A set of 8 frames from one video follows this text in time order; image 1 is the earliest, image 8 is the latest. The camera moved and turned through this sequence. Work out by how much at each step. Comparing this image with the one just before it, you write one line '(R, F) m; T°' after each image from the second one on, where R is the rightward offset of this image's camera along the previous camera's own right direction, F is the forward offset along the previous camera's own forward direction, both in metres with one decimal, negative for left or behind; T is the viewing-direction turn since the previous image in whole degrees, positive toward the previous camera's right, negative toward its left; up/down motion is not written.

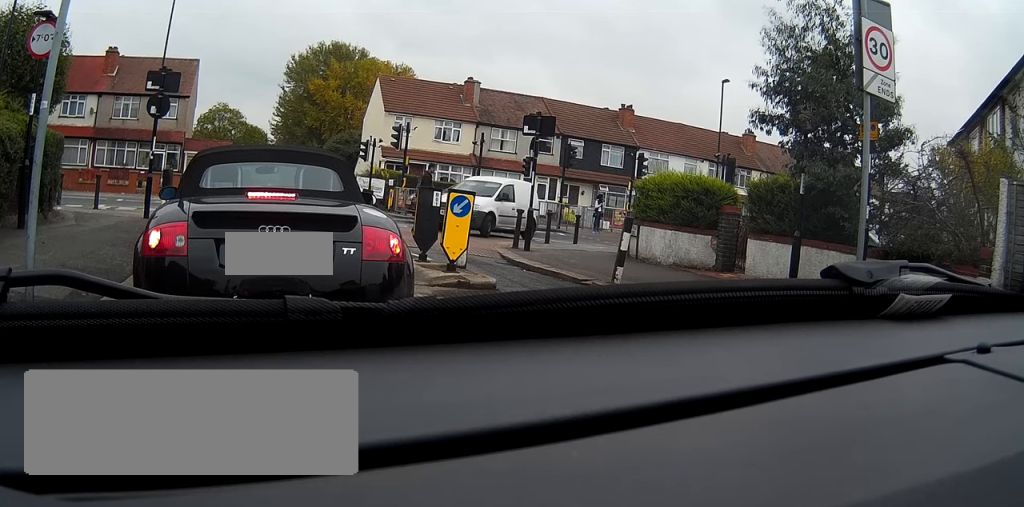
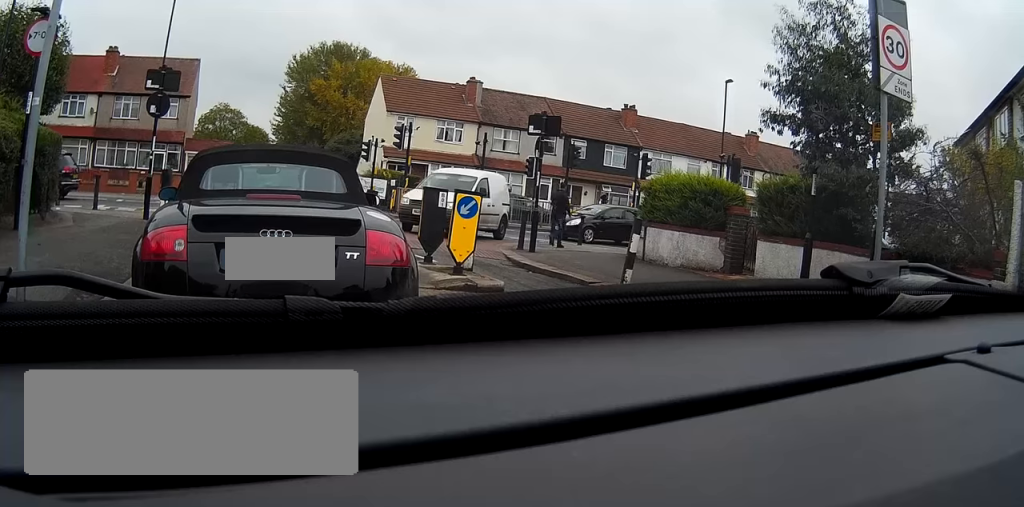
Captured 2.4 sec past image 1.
(0.0, 0.0) m; 0°
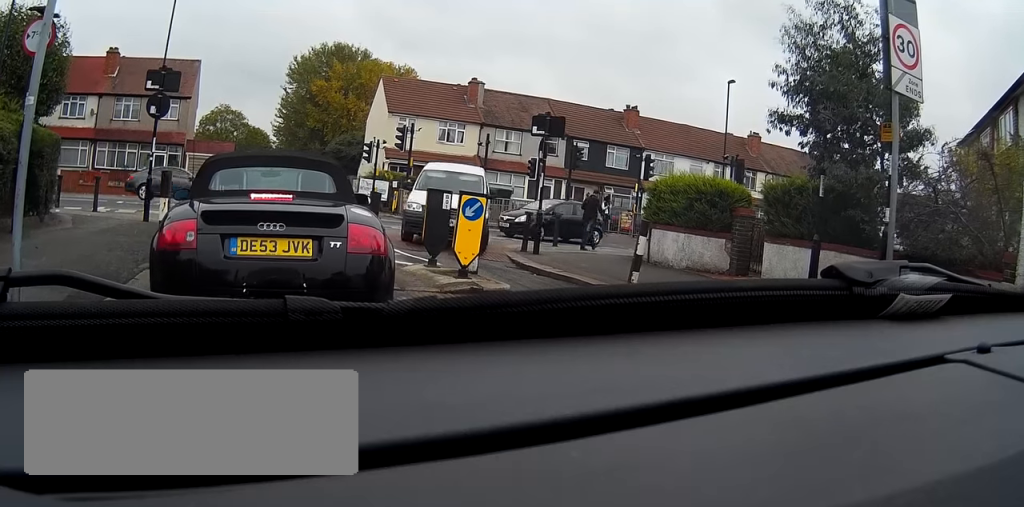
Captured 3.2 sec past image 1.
(0.0, 0.0) m; 0°
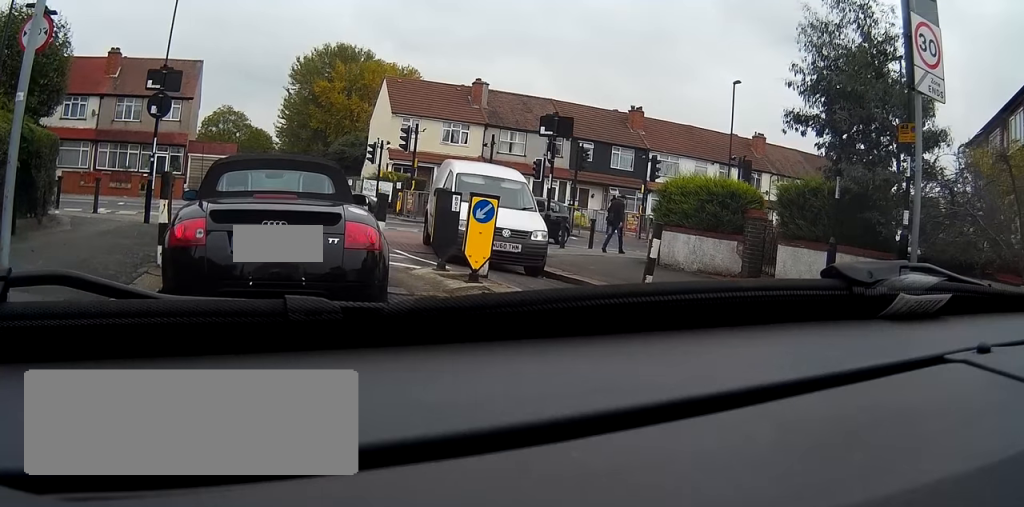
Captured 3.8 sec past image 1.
(0.0, +0.1) m; 0°
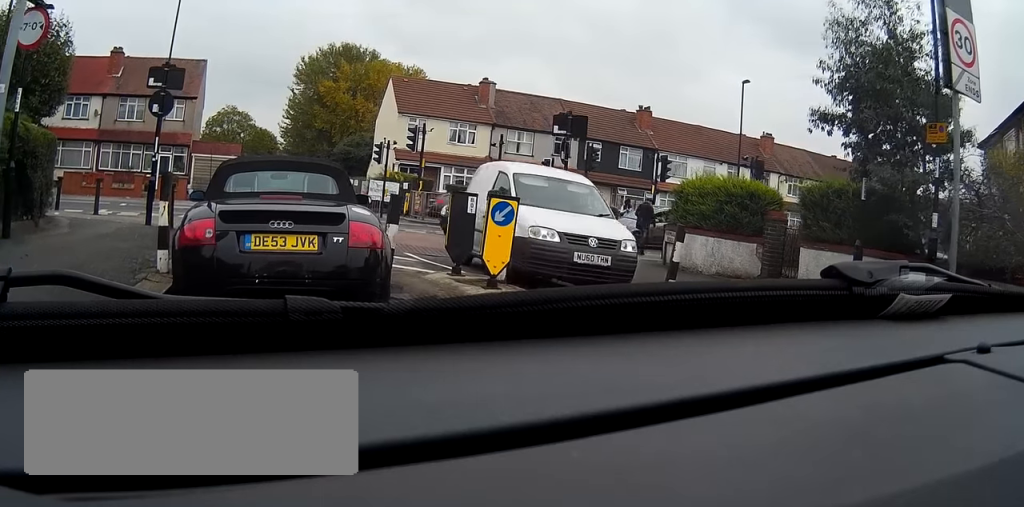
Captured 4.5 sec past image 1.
(0.0, +0.3) m; 0°
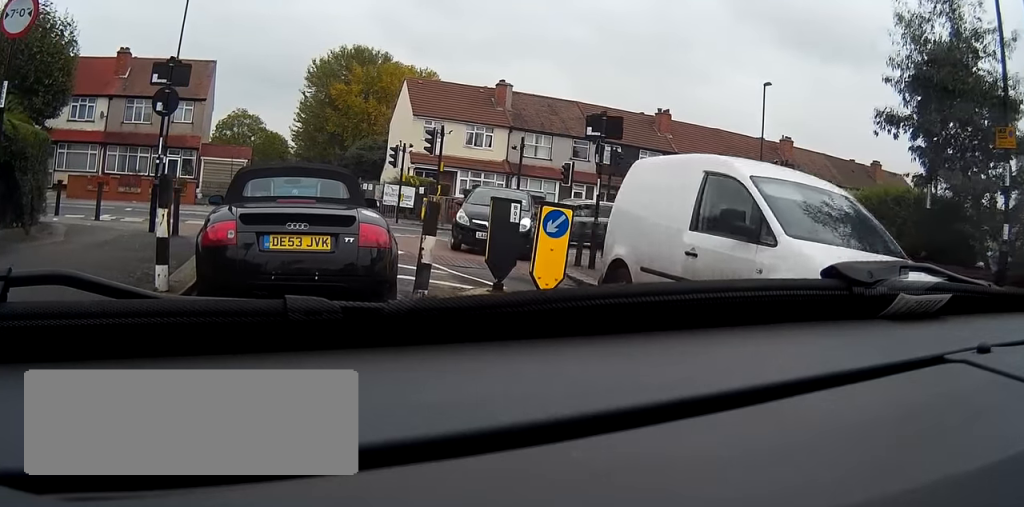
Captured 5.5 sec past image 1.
(0.0, +0.9) m; 0°
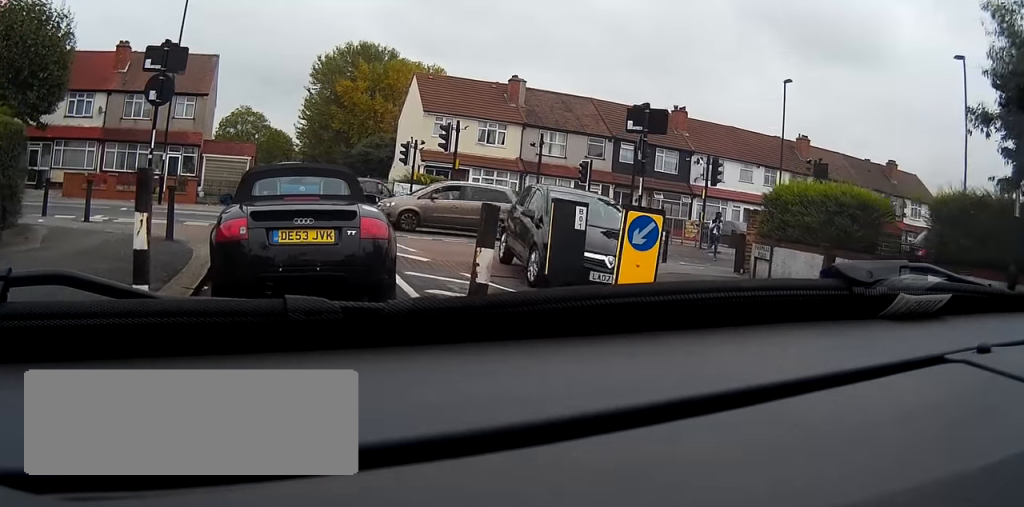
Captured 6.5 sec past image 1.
(0.0, +1.4) m; 0°
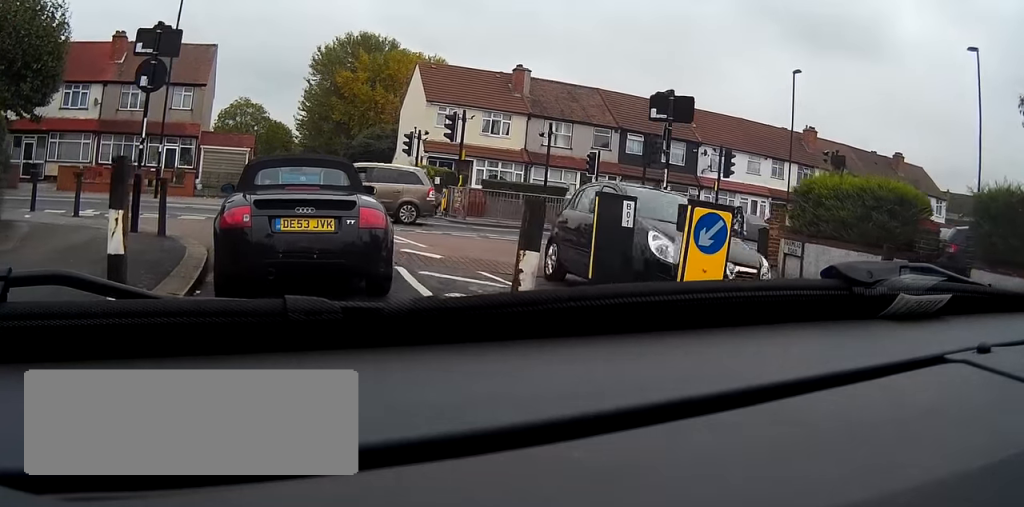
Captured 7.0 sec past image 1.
(0.0, +0.8) m; 0°
